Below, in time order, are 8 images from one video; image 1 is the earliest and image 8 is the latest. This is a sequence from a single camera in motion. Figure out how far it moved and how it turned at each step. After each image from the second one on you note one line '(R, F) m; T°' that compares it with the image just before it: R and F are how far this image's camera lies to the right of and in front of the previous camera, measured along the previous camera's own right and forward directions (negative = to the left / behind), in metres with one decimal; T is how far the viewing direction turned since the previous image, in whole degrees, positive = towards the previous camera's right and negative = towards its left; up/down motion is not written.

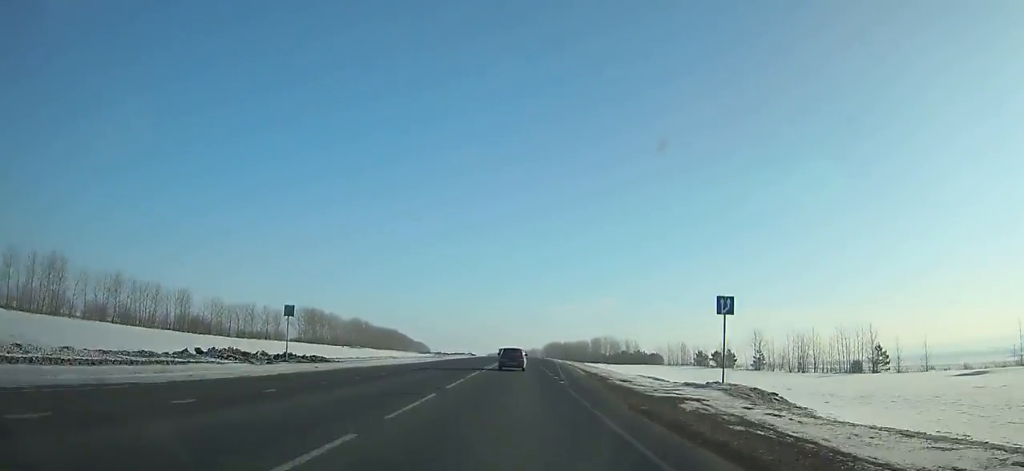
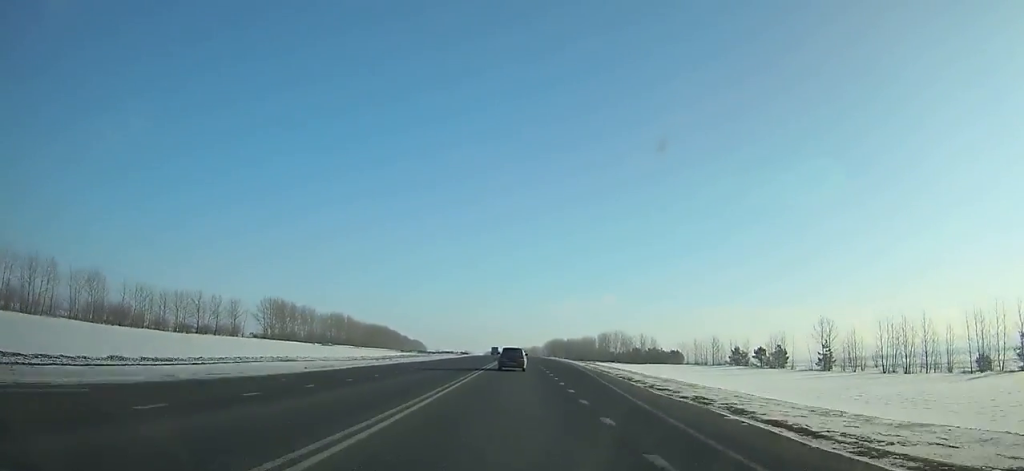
(+0.1, +32.9) m; 0°
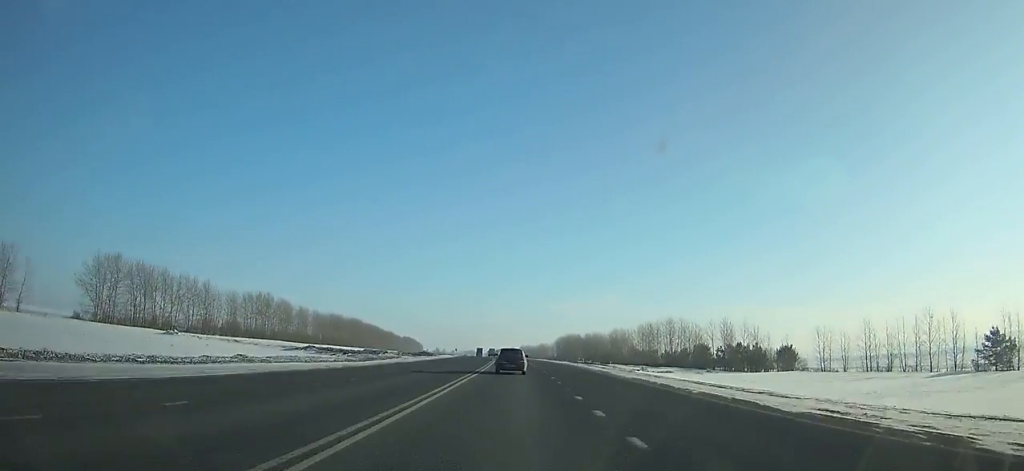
(-0.7, +90.2) m; -1°
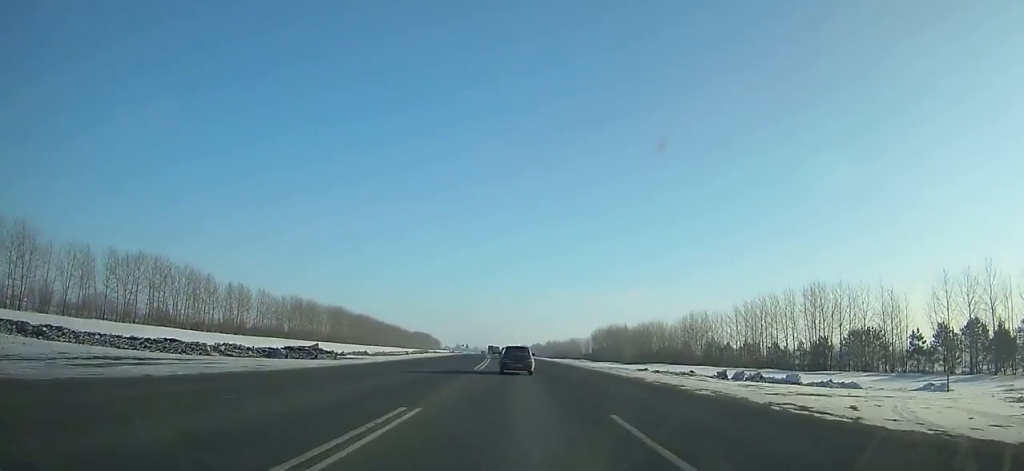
(-1.5, +76.2) m; -2°
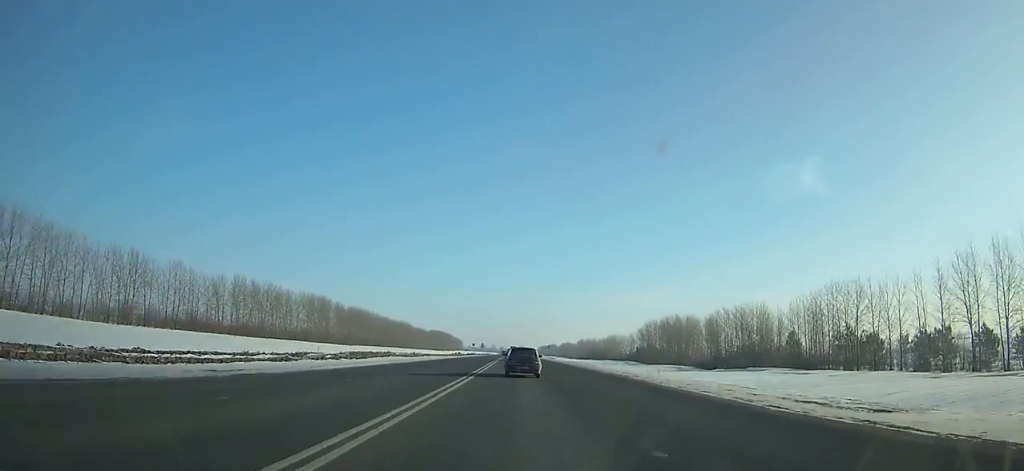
(-1.0, +61.8) m; -2°
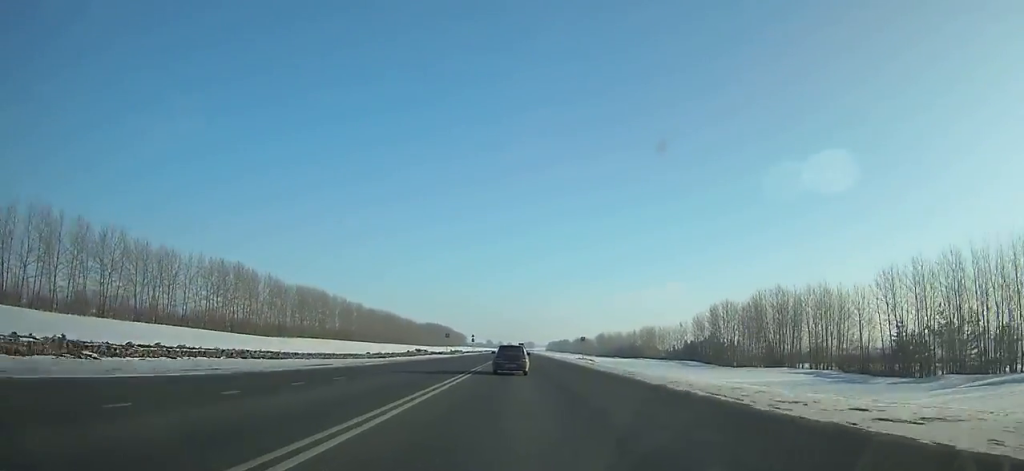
(-1.0, +75.8) m; -1°
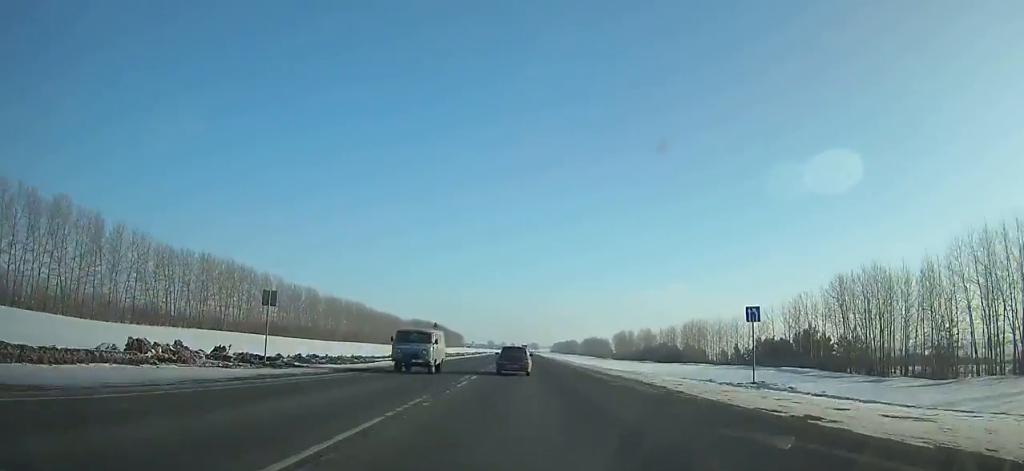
(-0.3, +68.5) m; 0°
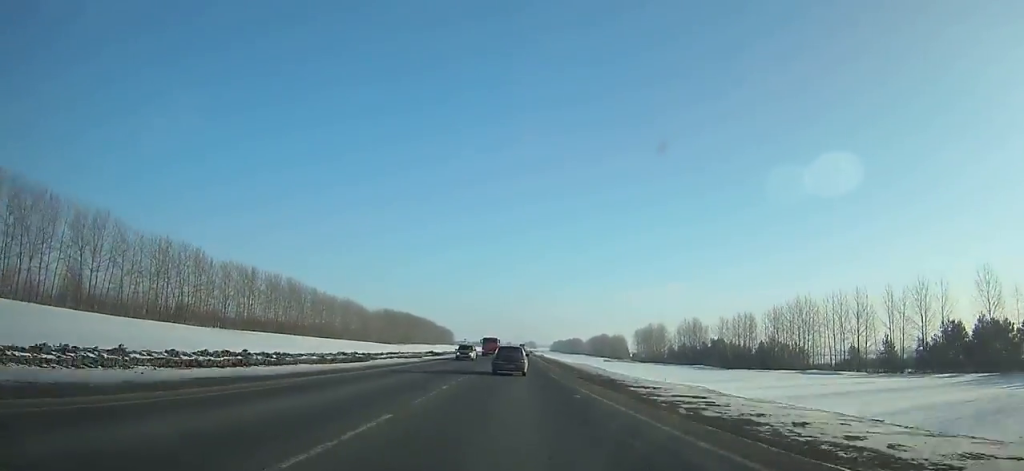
(0.0, +78.1) m; 0°
